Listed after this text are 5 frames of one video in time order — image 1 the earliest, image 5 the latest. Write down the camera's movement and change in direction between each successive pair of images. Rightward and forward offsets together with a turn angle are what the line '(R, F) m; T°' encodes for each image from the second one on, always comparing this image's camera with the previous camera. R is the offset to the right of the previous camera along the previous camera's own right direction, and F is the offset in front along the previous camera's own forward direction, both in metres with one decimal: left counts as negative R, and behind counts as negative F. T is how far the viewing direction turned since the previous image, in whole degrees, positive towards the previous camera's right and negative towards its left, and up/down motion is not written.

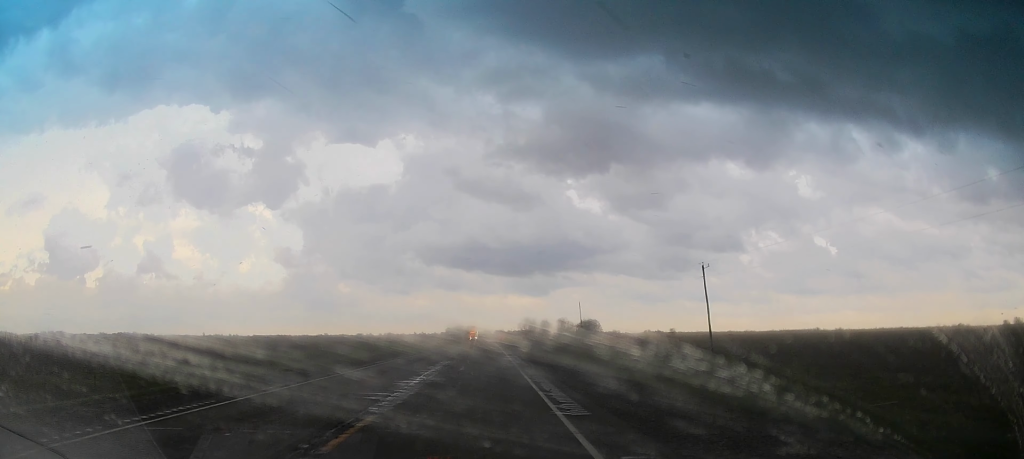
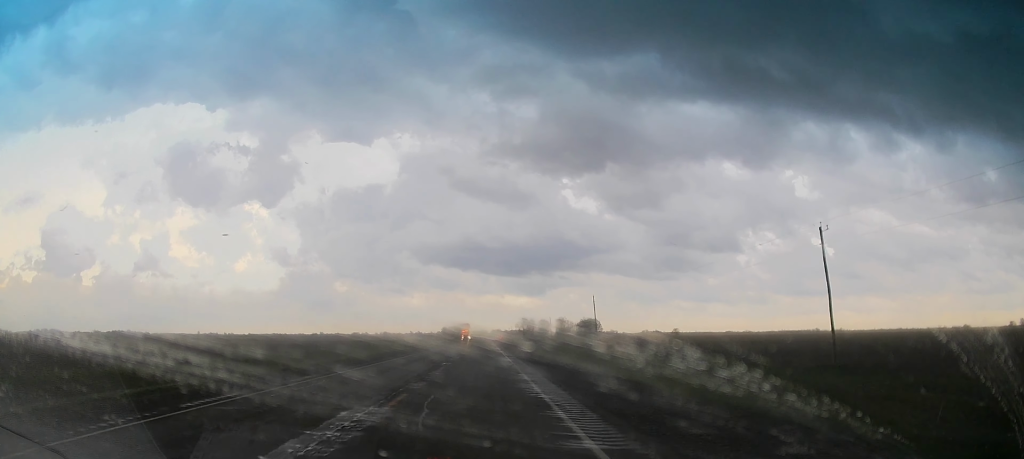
(+0.2, +20.3) m; +1°
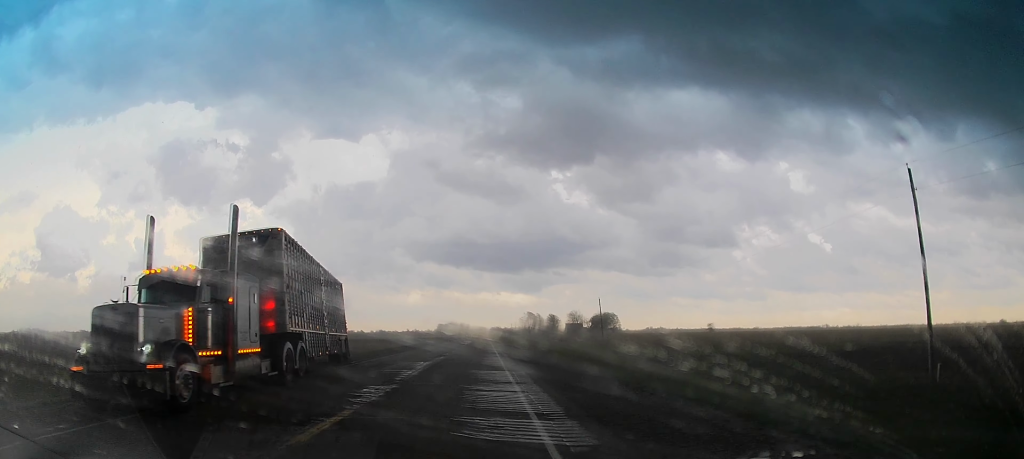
(0.0, +92.8) m; 0°
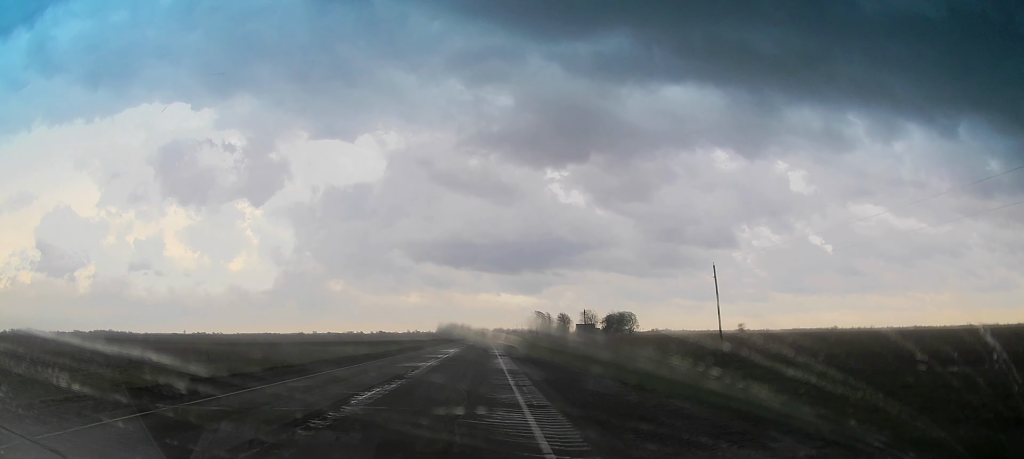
(0.0, +58.6) m; 0°
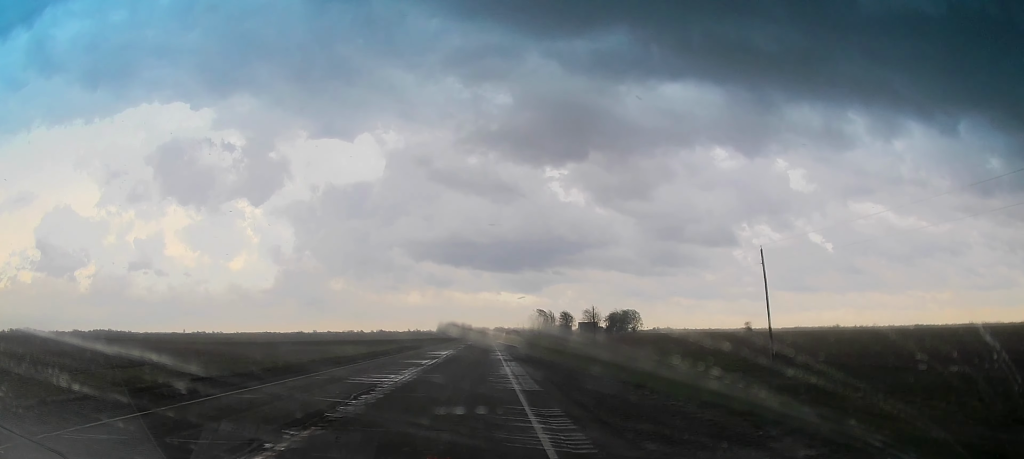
(0.0, +9.9) m; 0°
